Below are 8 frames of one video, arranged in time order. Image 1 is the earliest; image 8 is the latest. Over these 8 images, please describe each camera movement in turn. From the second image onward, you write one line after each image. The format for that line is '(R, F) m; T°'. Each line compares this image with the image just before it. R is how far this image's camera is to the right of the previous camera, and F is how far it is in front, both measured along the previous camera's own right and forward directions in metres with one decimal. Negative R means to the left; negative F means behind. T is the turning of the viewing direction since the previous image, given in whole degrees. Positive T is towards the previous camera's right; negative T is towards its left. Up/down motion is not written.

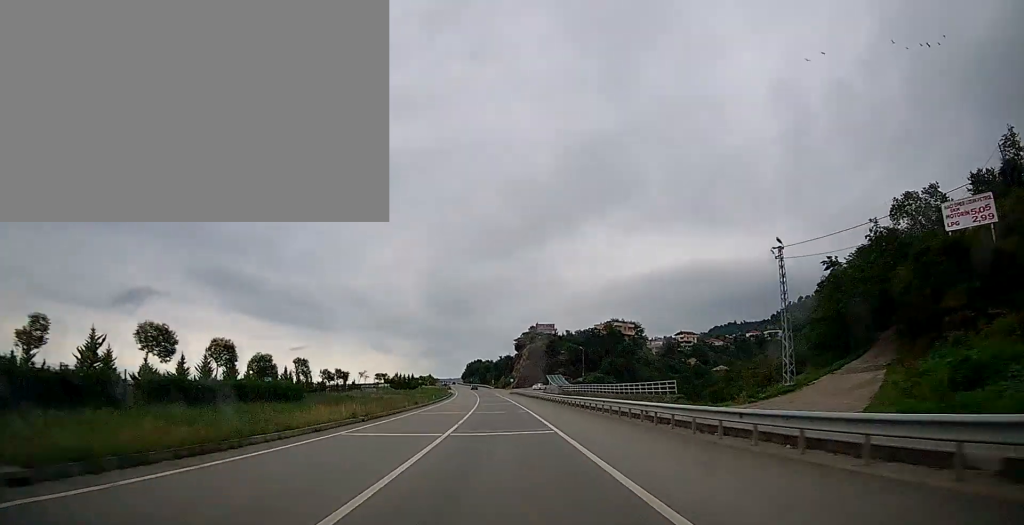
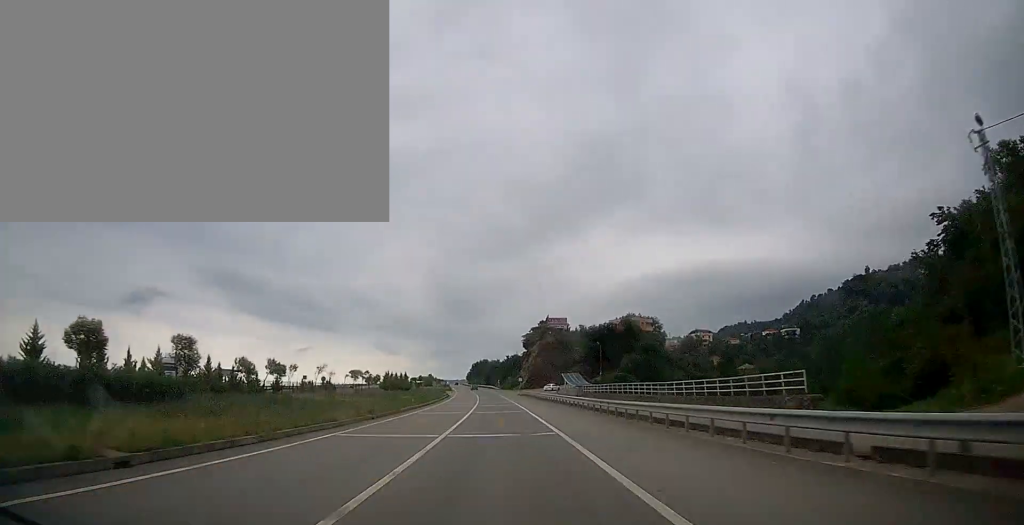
(+0.1, +17.4) m; -1°
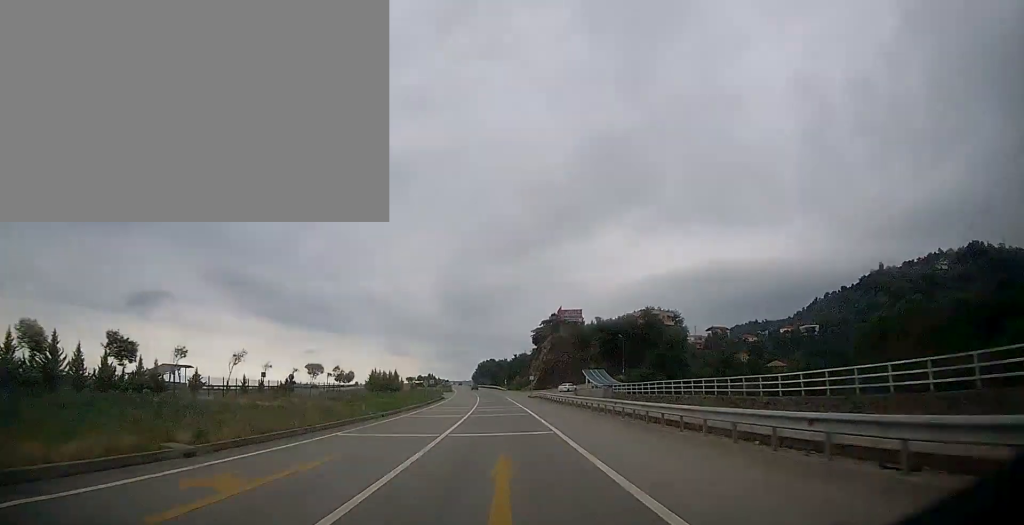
(-0.3, +17.4) m; -1°
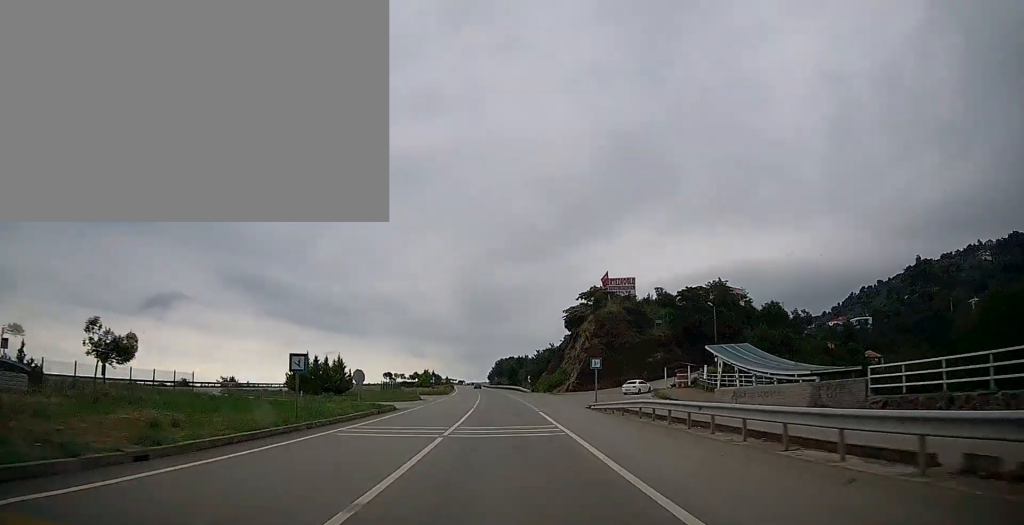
(-0.8, +42.0) m; -2°
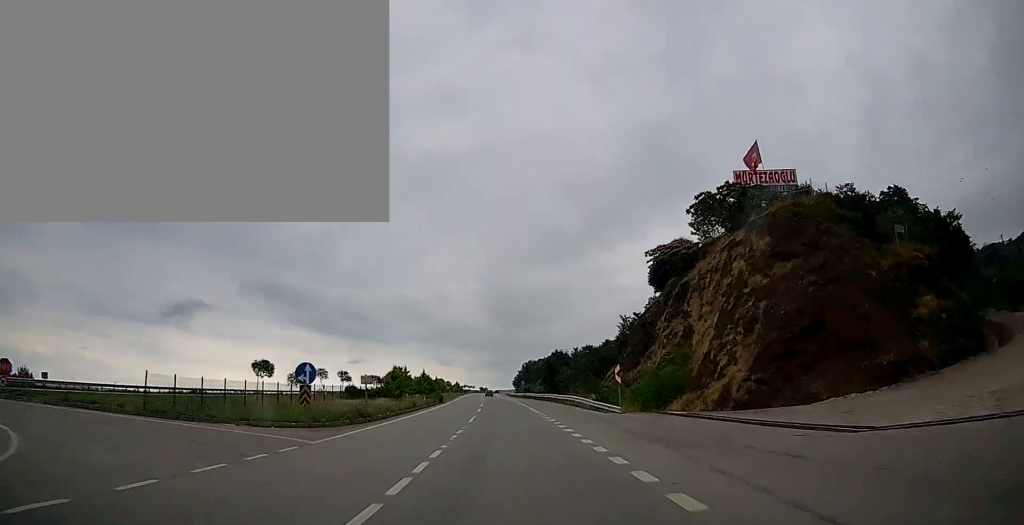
(-1.6, +54.2) m; -3°
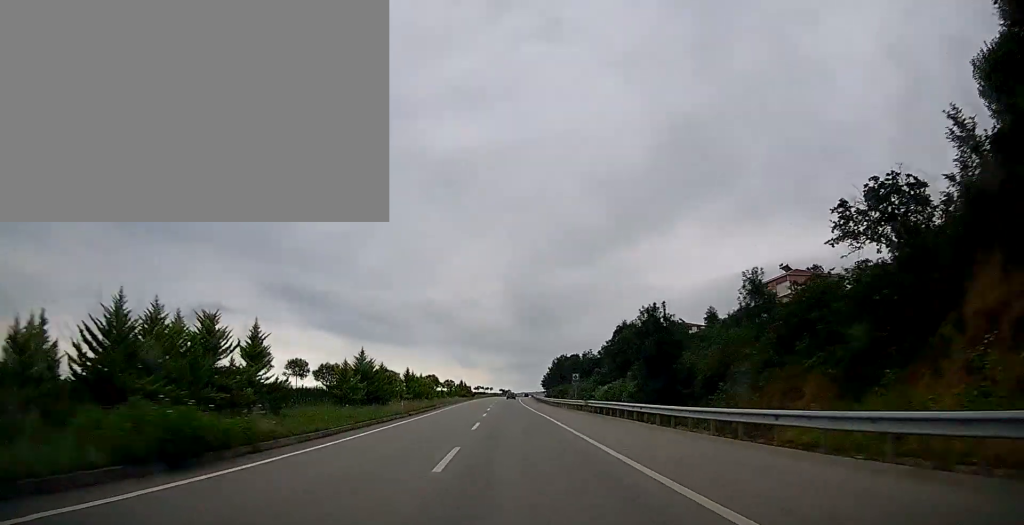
(-0.8, +50.7) m; -2°
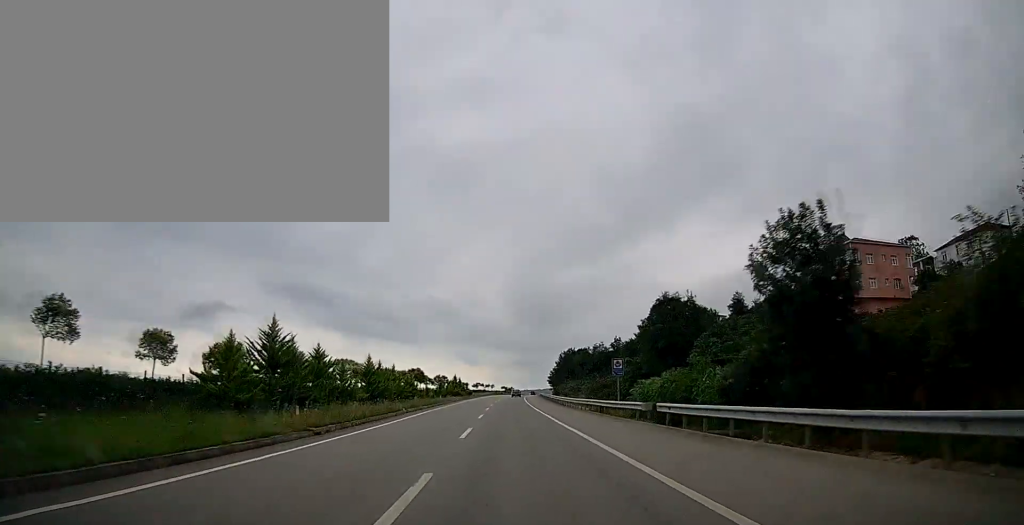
(-0.2, +17.2) m; -1°
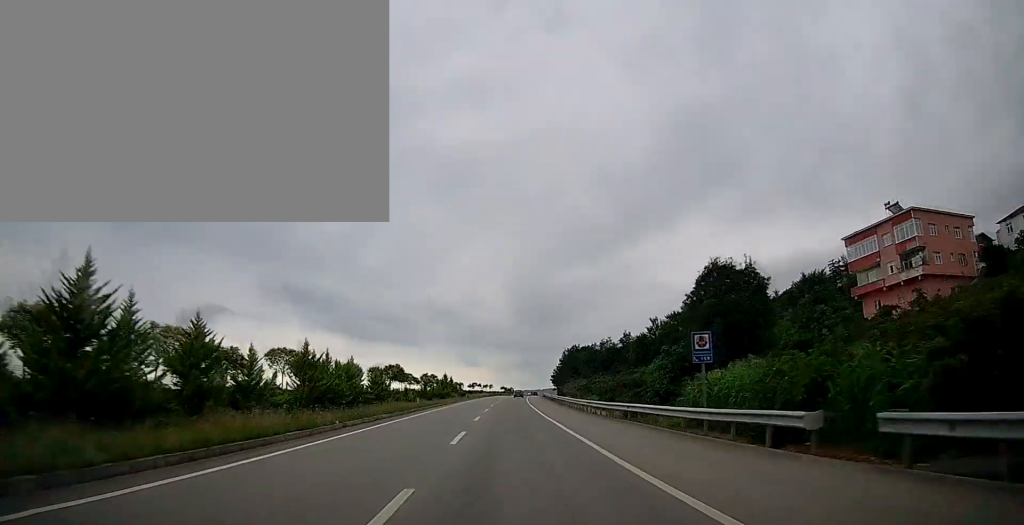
(0.0, +13.1) m; 0°
